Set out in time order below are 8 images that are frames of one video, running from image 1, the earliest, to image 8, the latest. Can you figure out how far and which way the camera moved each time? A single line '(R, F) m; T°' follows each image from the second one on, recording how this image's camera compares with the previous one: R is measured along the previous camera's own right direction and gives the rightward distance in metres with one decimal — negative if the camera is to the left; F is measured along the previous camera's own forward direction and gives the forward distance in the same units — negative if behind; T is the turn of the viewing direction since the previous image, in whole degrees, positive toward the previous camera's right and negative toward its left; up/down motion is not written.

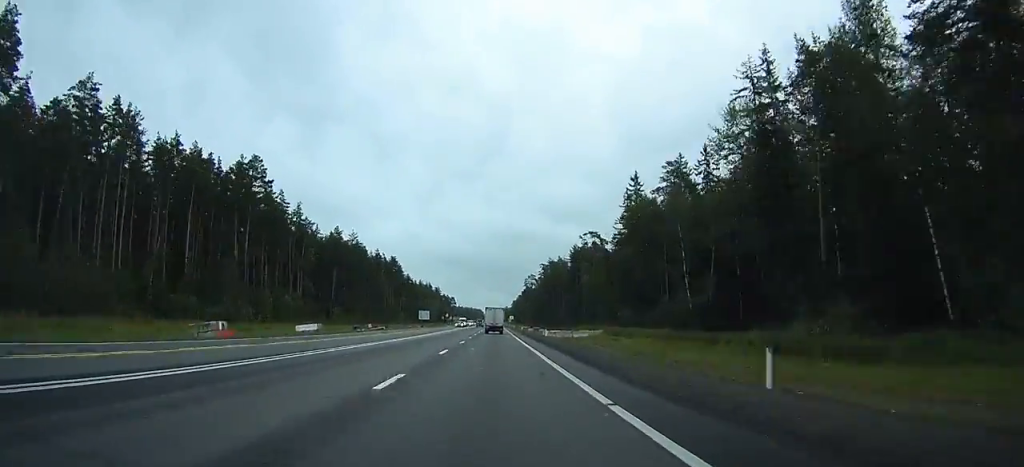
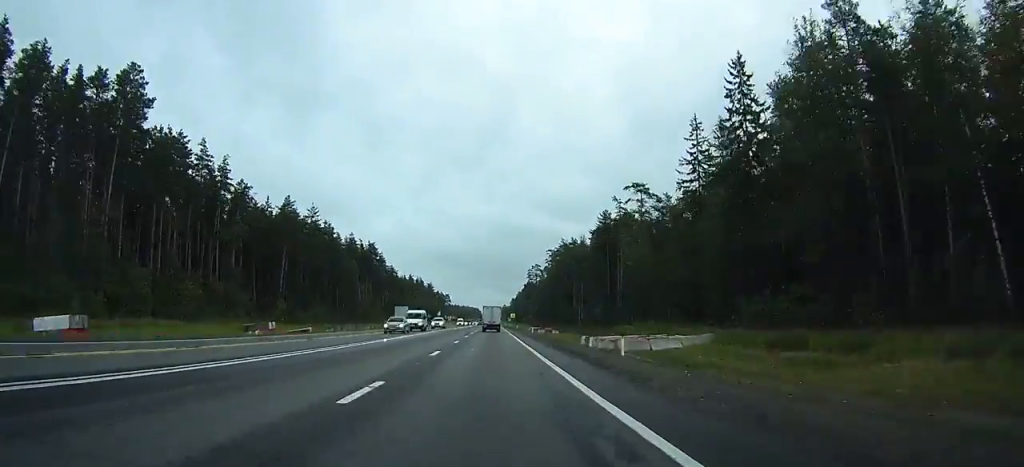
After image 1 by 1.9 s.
(0.0, +38.2) m; 0°
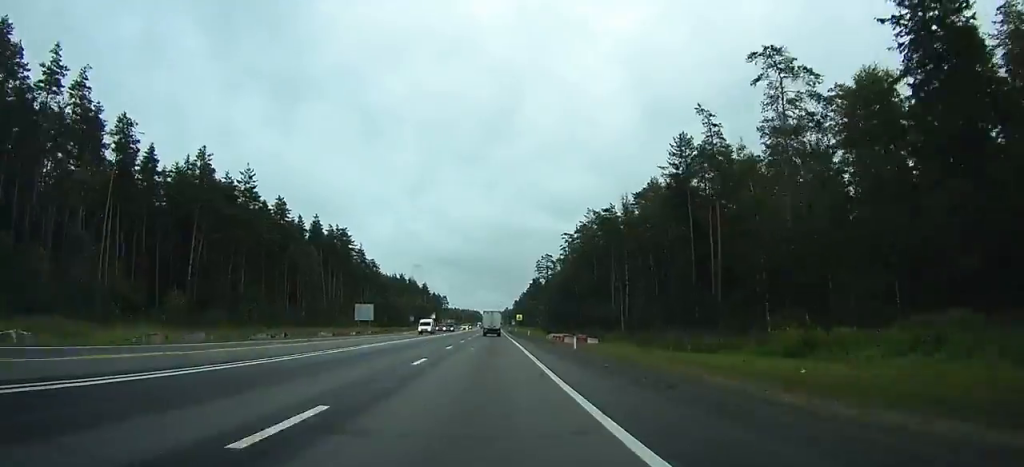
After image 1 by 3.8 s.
(-0.2, +39.2) m; 0°
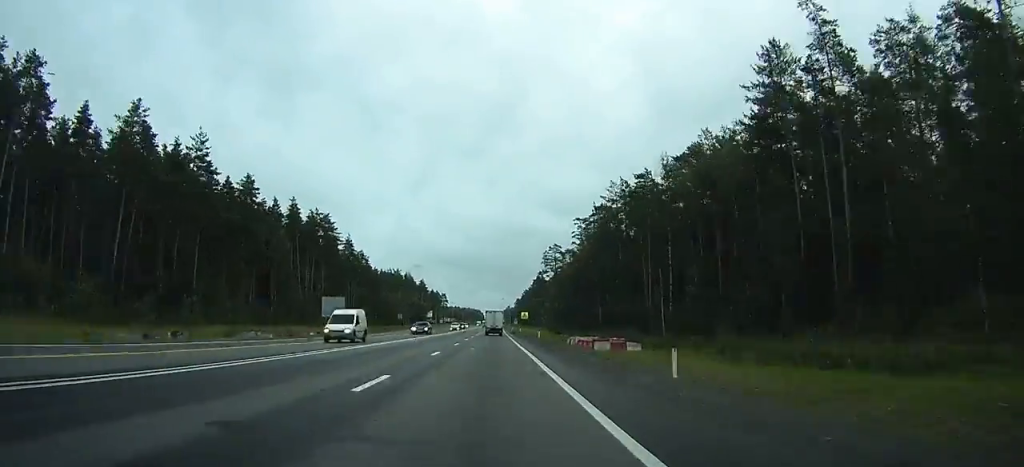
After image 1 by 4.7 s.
(0.0, +18.9) m; 0°
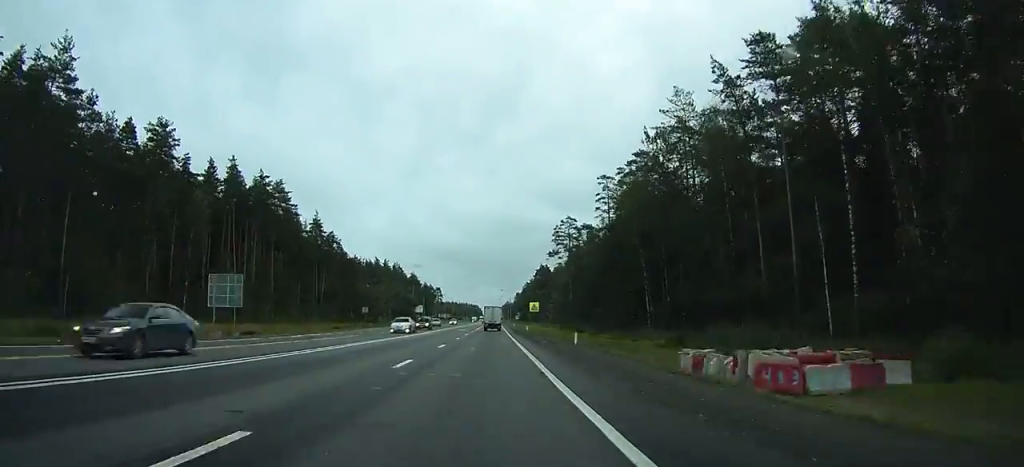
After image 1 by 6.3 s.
(+0.1, +31.0) m; 0°
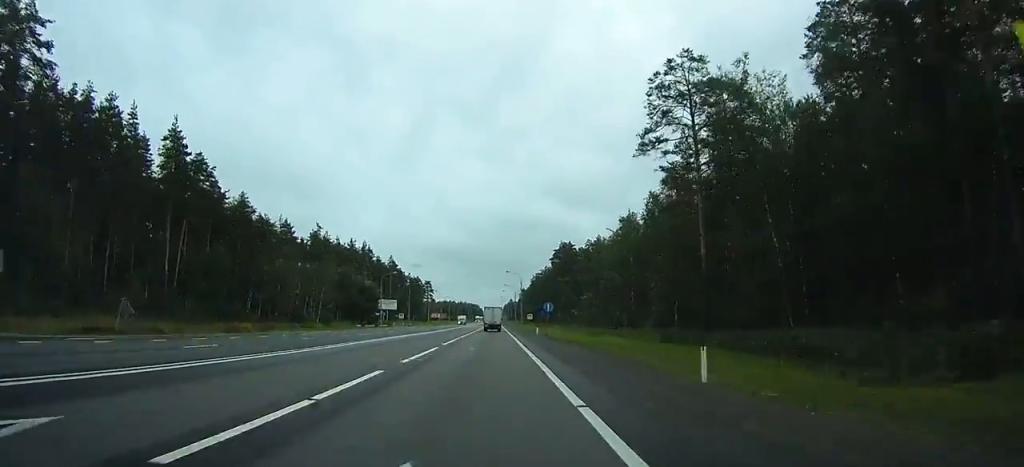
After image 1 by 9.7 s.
(-0.2, +70.4) m; 0°
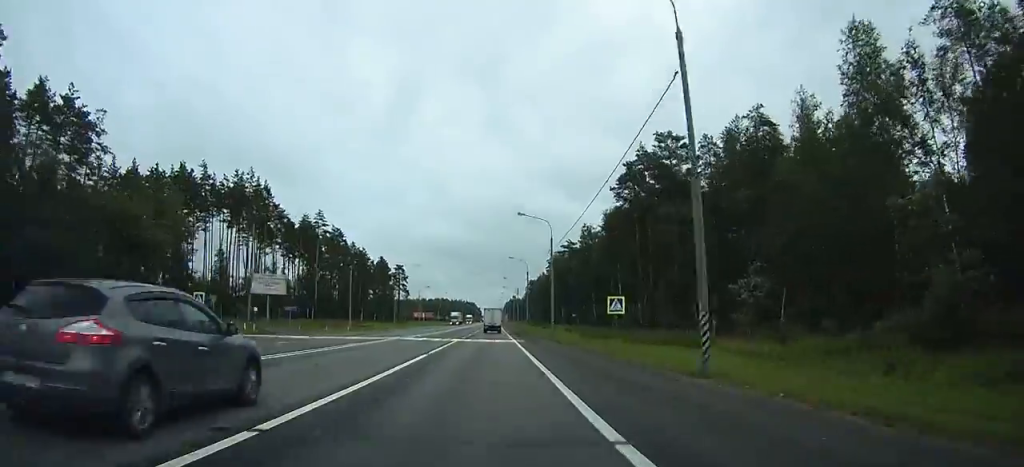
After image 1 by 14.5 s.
(+0.1, +98.9) m; 0°
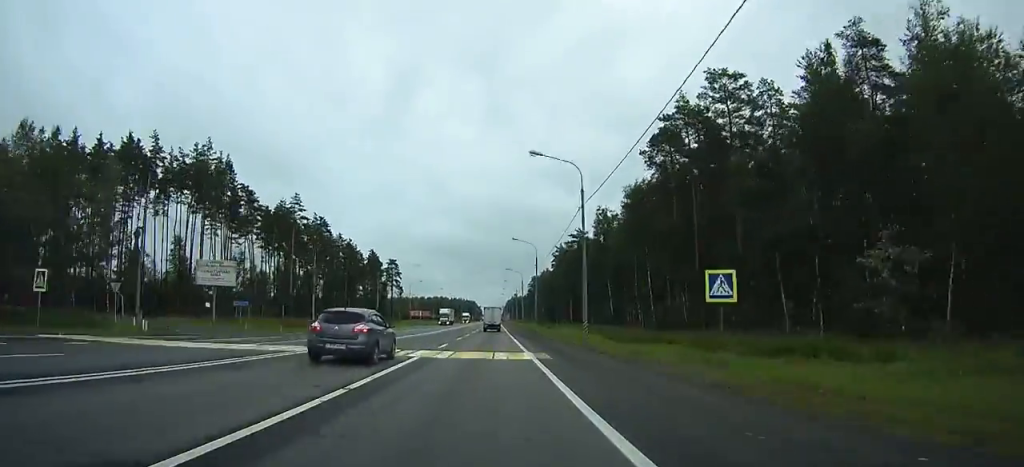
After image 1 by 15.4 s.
(-0.1, +18.4) m; 0°
